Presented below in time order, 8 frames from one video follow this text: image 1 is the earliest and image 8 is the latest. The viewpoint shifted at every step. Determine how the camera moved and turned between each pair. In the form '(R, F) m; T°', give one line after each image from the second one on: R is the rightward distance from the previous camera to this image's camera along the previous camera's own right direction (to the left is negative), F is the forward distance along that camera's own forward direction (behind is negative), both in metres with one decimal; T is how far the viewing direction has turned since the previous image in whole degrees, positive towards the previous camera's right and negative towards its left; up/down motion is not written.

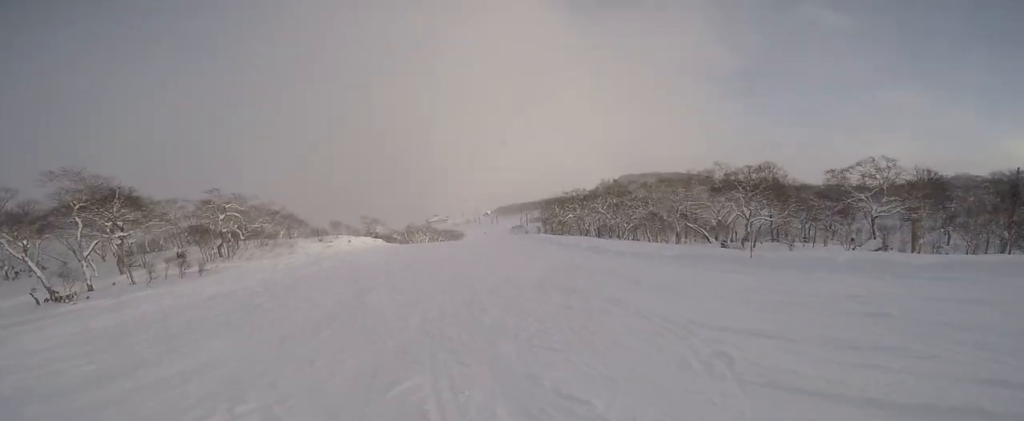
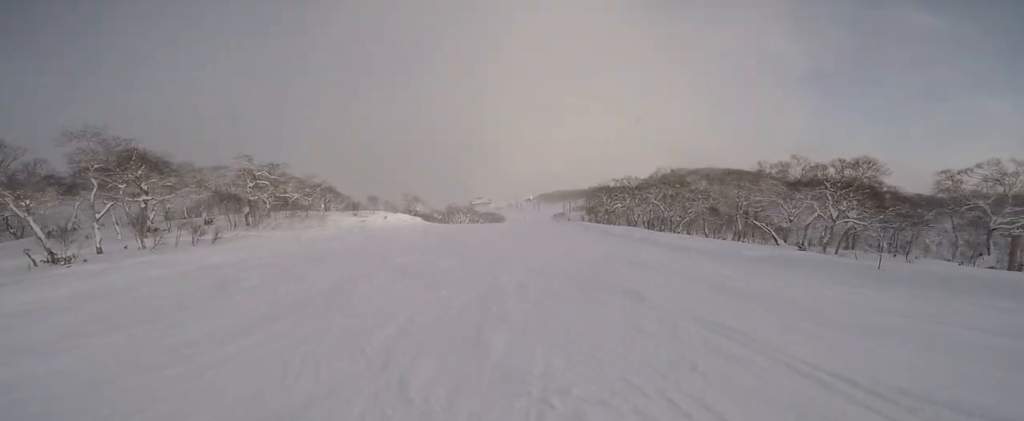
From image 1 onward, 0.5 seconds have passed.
(-0.3, +3.9) m; -4°
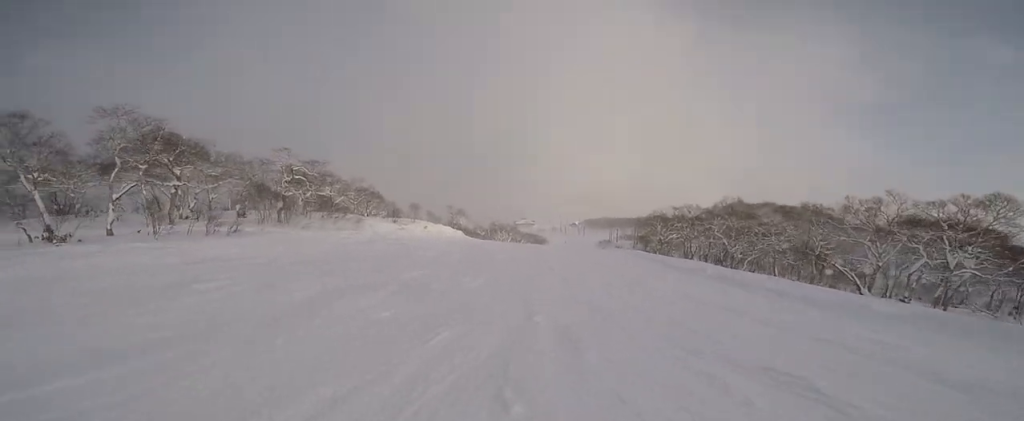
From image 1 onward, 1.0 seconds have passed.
(0.0, +4.5) m; 0°
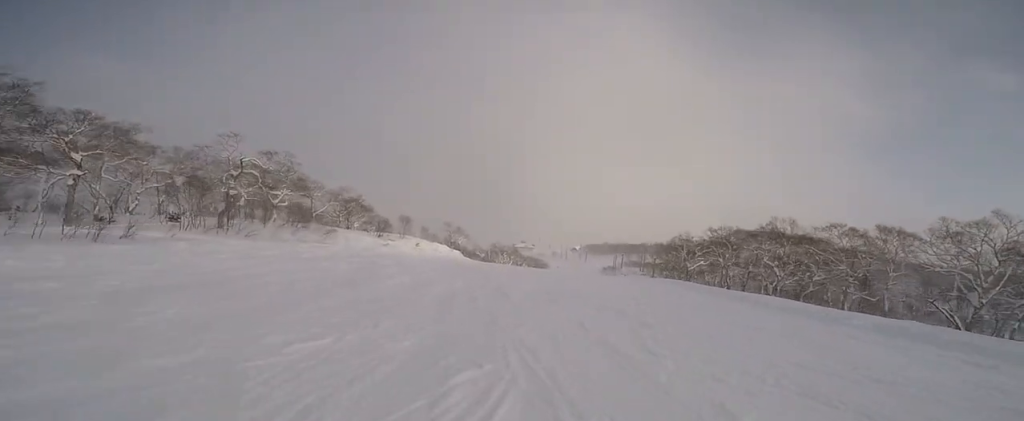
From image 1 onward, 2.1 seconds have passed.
(0.0, +10.4) m; +7°
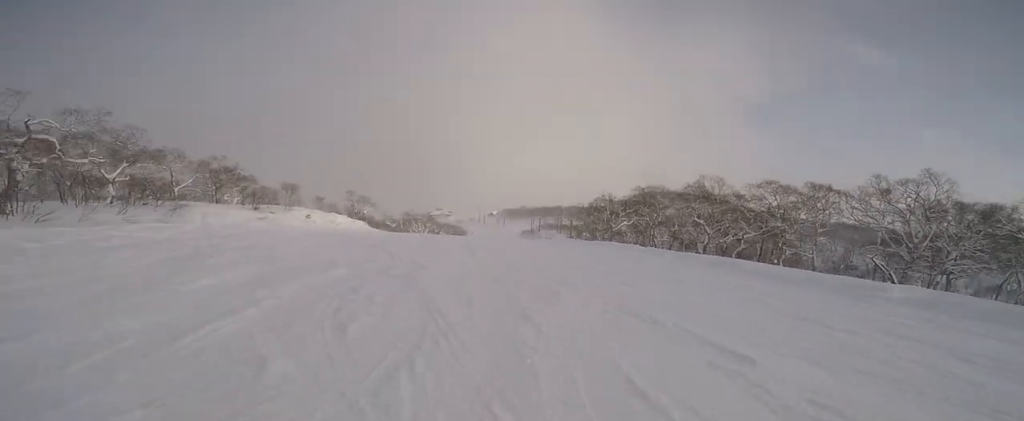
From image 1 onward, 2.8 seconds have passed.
(+0.4, +5.8) m; +4°
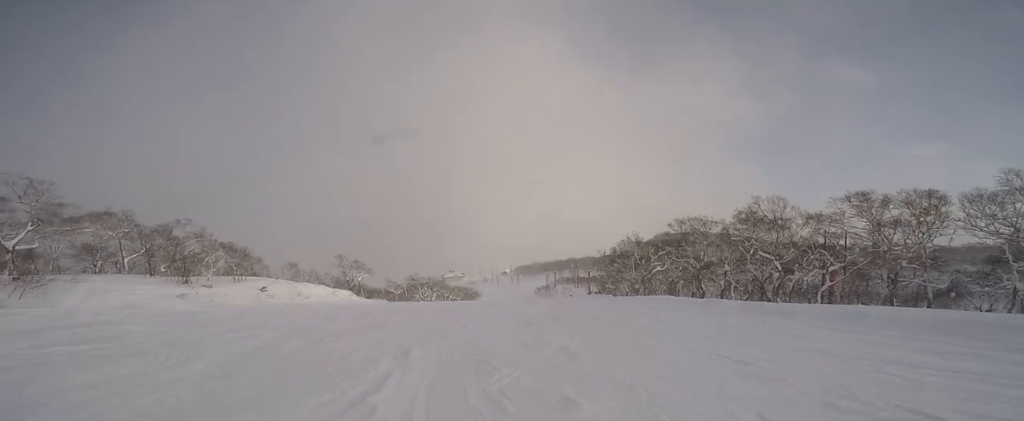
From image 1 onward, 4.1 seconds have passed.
(0.0, +10.8) m; -7°
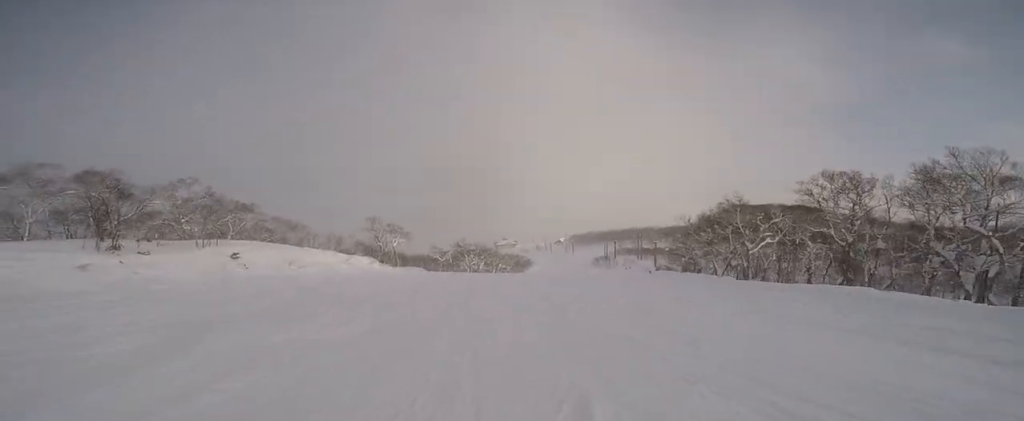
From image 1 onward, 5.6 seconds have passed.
(-0.8, +11.6) m; -3°
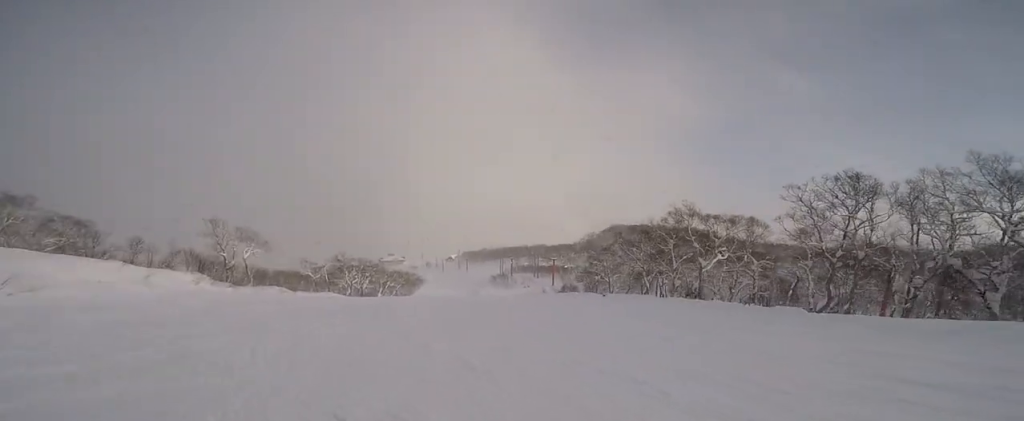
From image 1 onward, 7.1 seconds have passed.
(+1.8, +11.7) m; +19°
